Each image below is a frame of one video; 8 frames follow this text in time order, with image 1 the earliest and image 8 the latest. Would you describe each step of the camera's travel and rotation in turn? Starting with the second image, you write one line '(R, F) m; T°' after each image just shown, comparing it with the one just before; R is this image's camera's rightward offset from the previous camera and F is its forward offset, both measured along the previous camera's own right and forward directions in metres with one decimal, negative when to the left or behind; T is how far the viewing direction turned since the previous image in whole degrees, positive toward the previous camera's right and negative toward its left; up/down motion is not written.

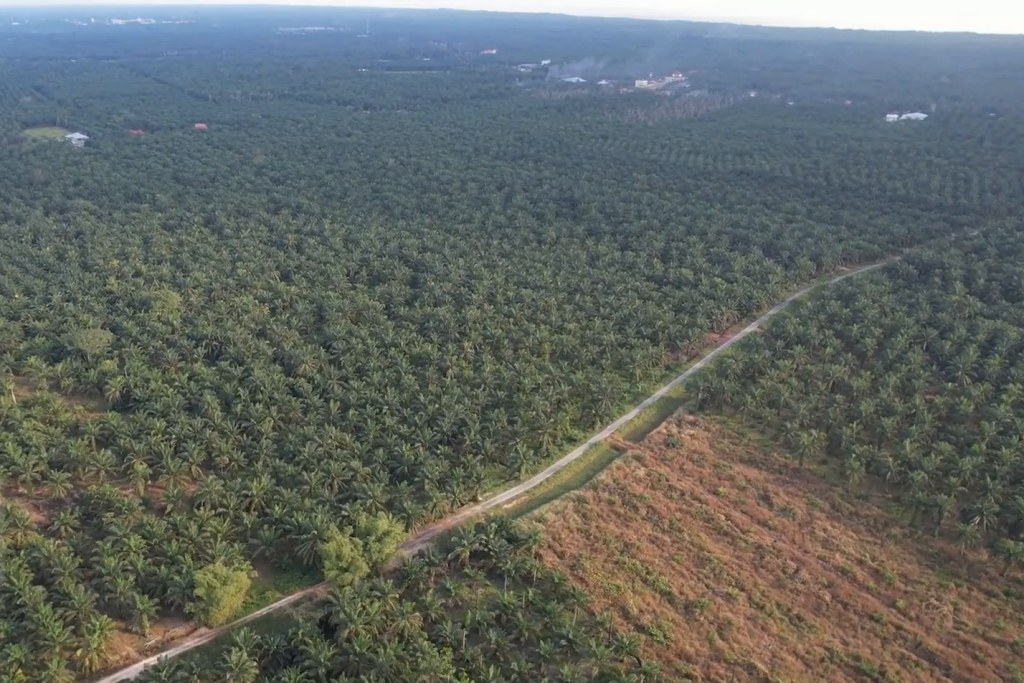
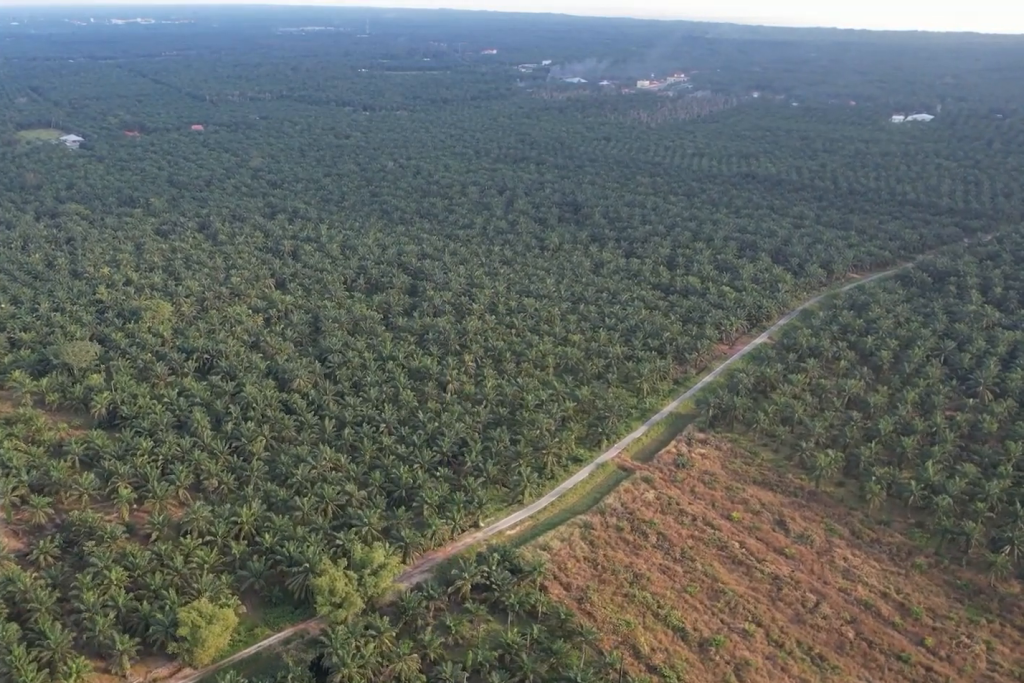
(0.0, +13.0) m; 0°
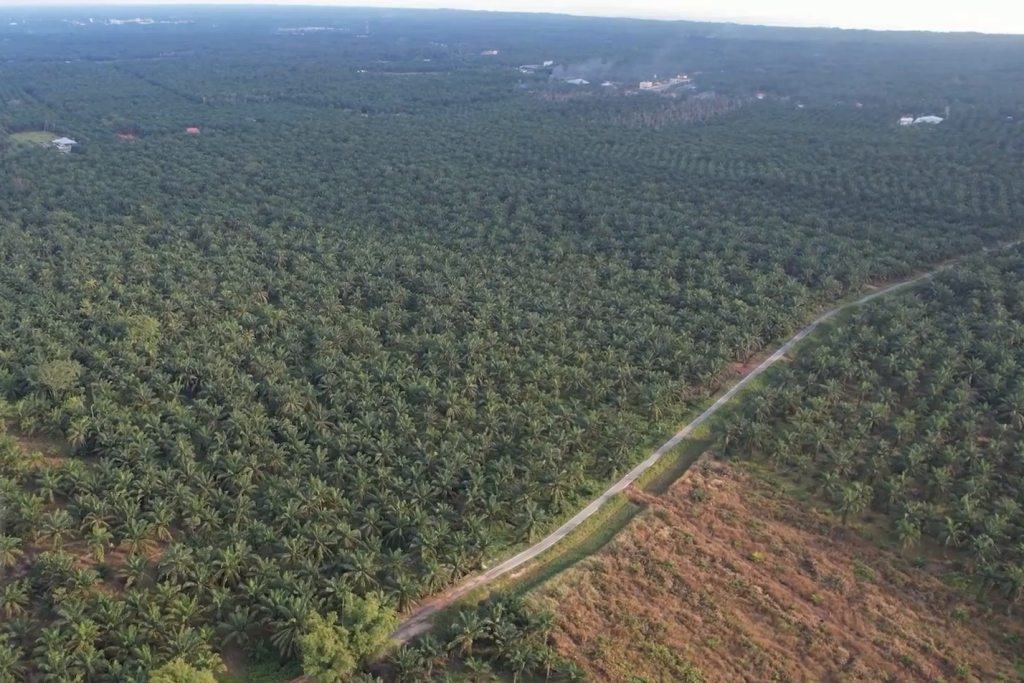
(0.0, +18.9) m; 0°
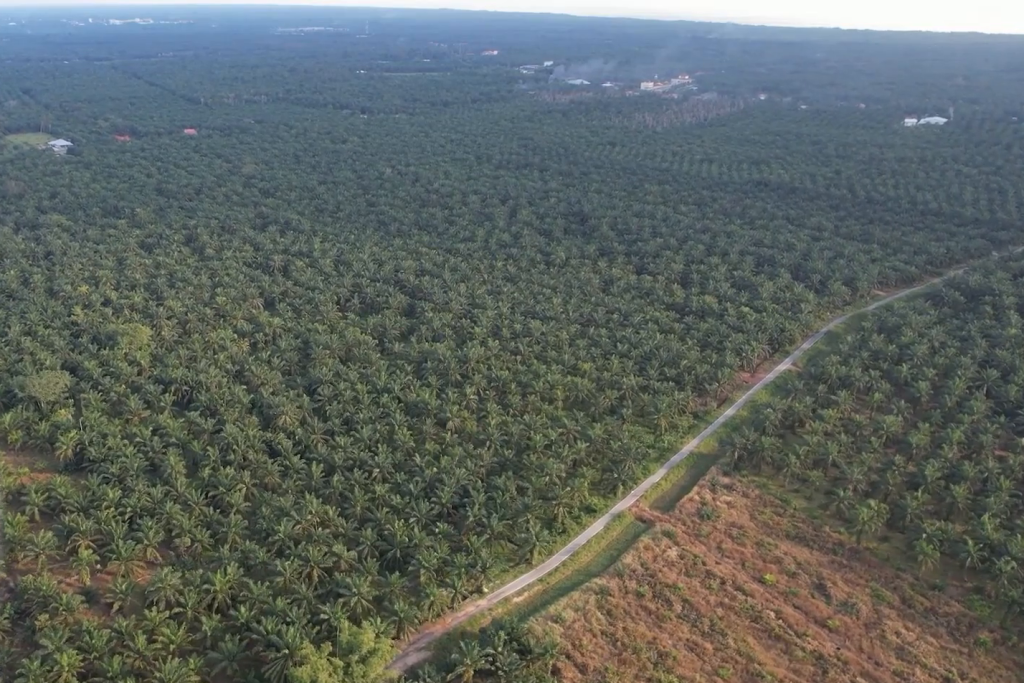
(0.0, +9.4) m; 0°
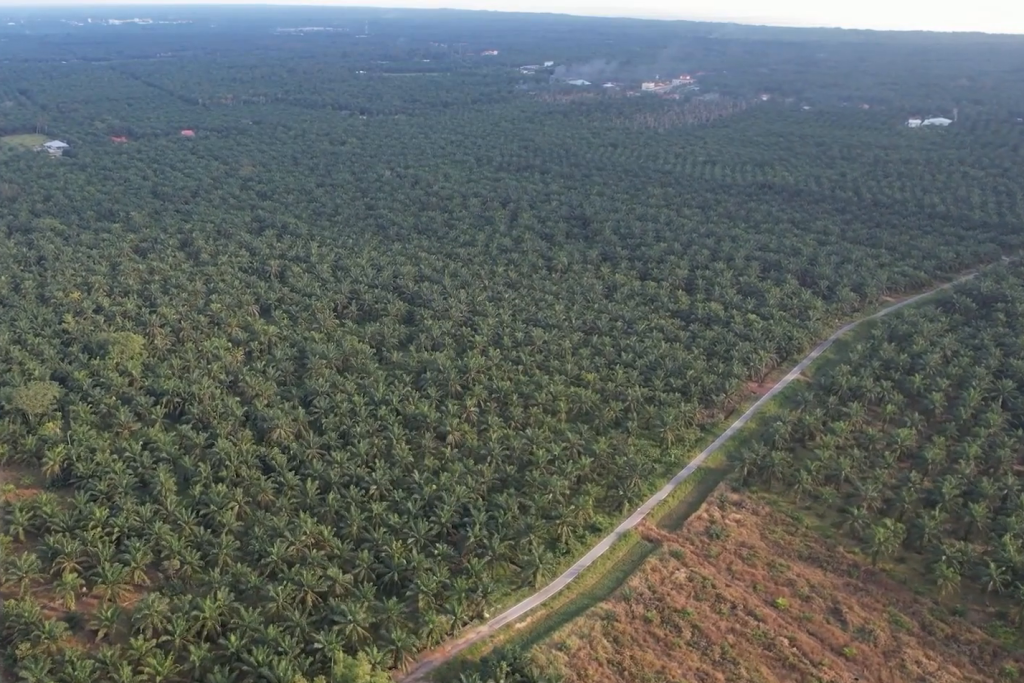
(0.0, +9.4) m; 0°
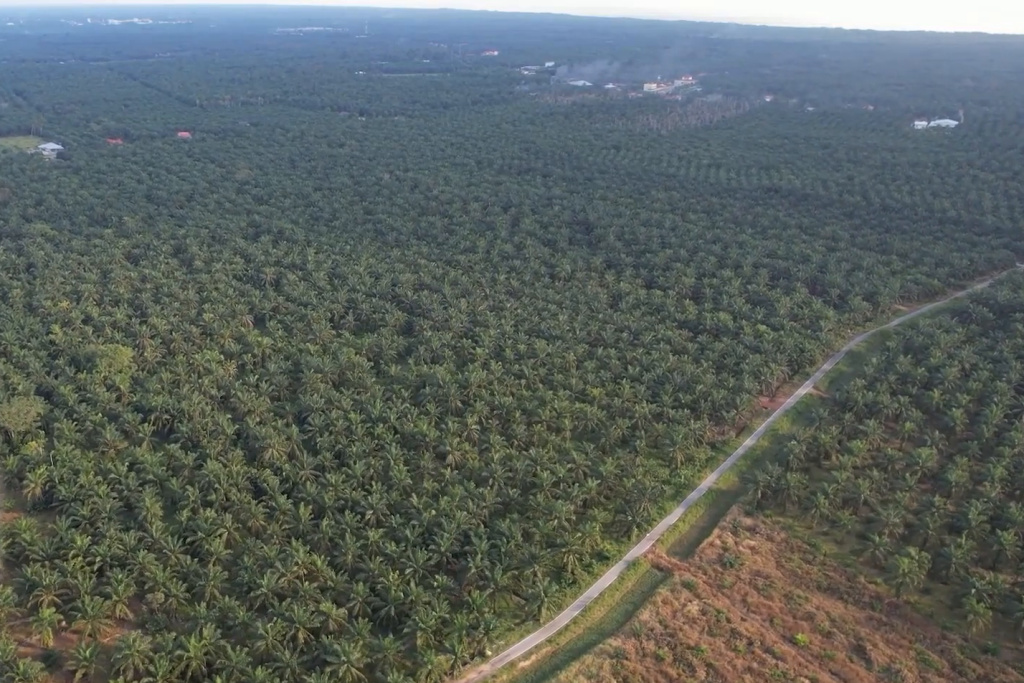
(0.0, +12.9) m; 0°
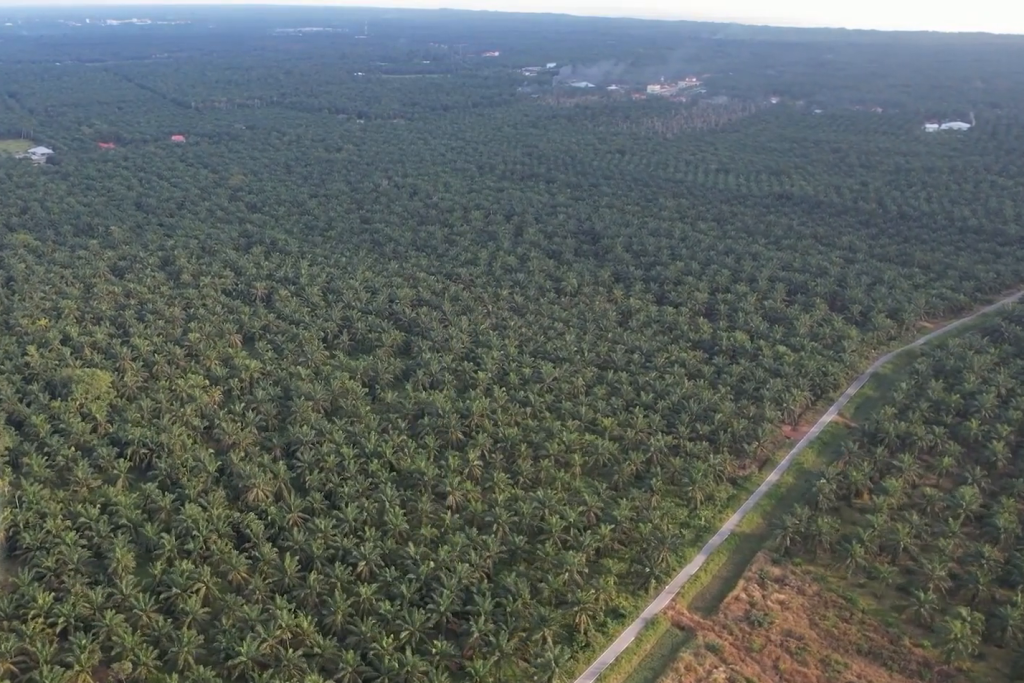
(0.0, +22.4) m; 0°
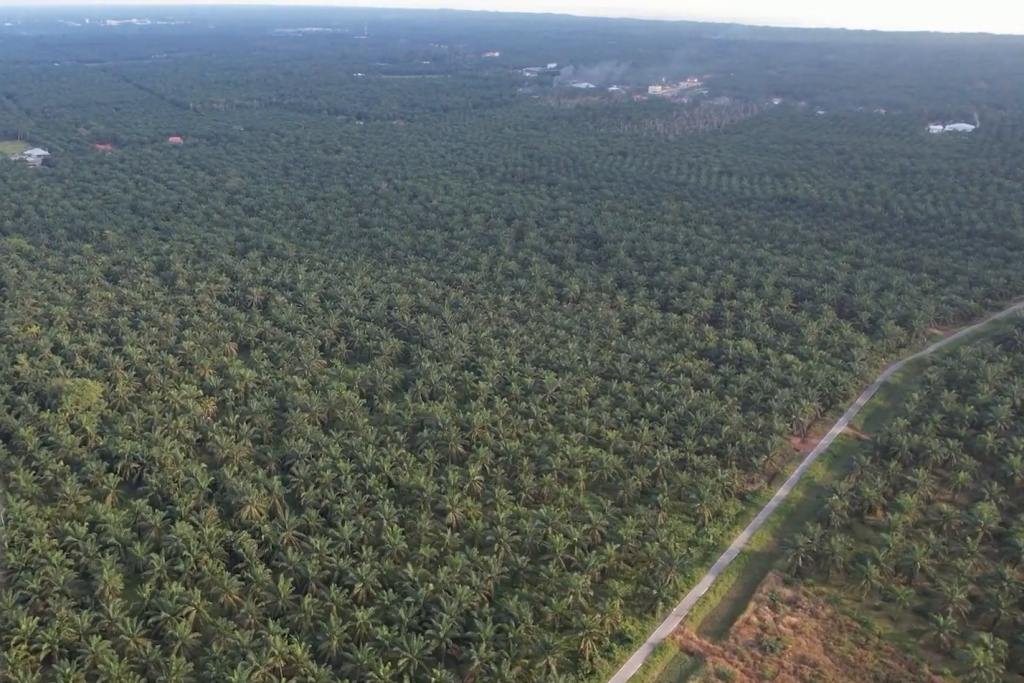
(0.0, +8.9) m; 0°
